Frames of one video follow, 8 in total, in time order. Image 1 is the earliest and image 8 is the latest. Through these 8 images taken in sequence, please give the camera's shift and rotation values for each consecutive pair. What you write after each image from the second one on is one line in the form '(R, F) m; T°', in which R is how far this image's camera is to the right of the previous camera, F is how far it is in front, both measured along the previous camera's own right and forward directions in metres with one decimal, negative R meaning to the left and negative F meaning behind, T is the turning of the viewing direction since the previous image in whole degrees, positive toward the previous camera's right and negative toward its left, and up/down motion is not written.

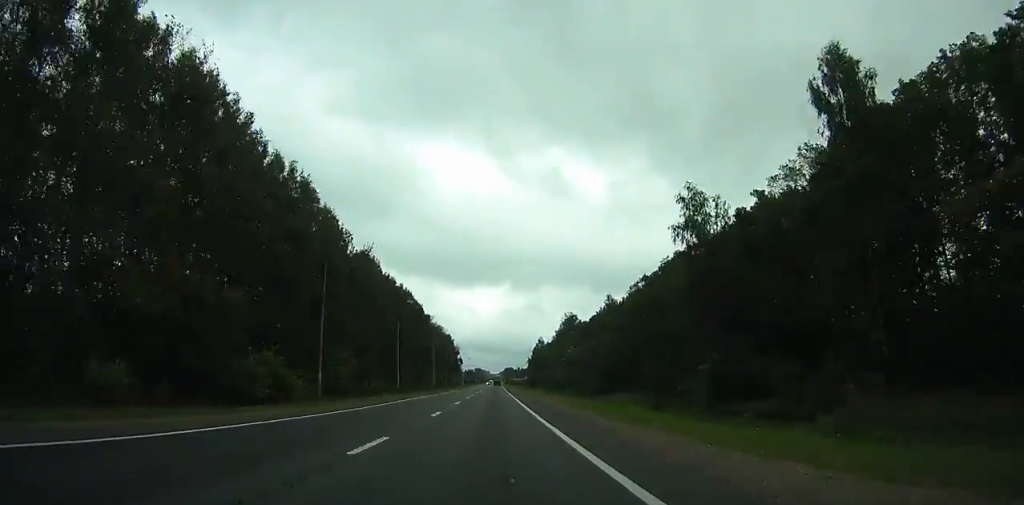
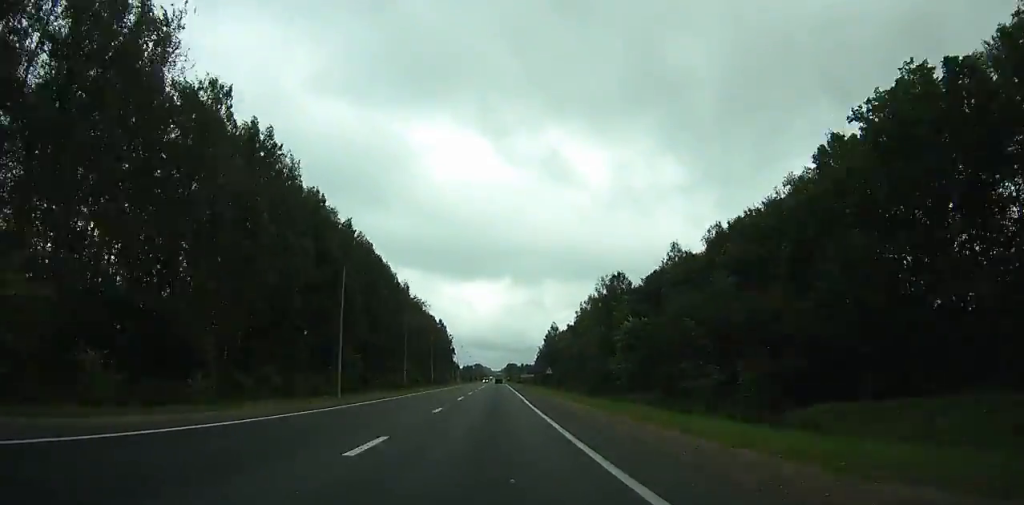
(-0.1, +58.8) m; 0°
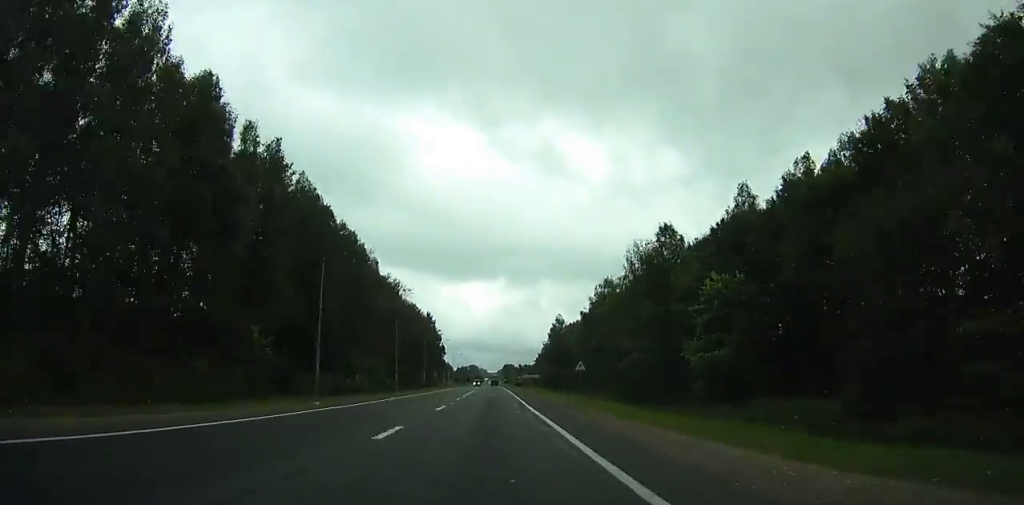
(0.0, +32.3) m; 0°
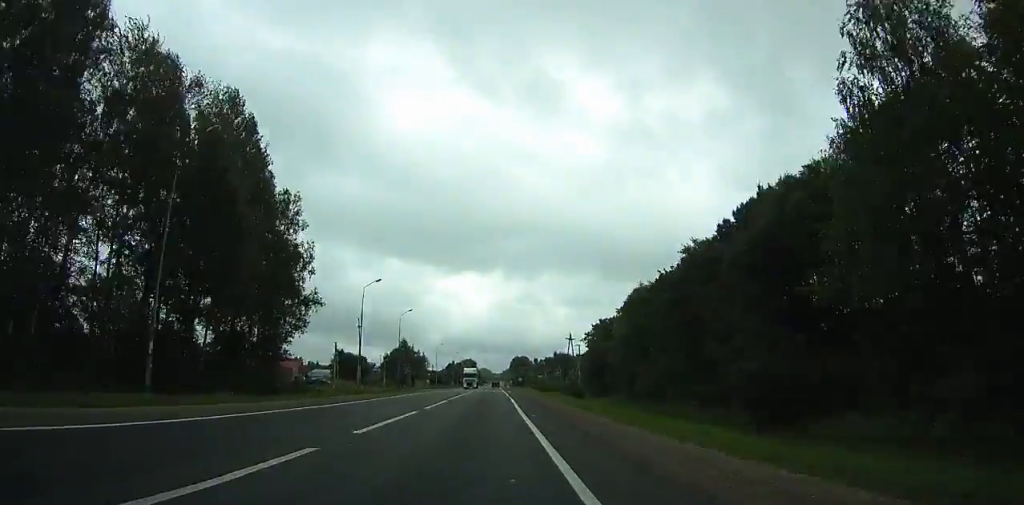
(+0.5, +174.9) m; 0°
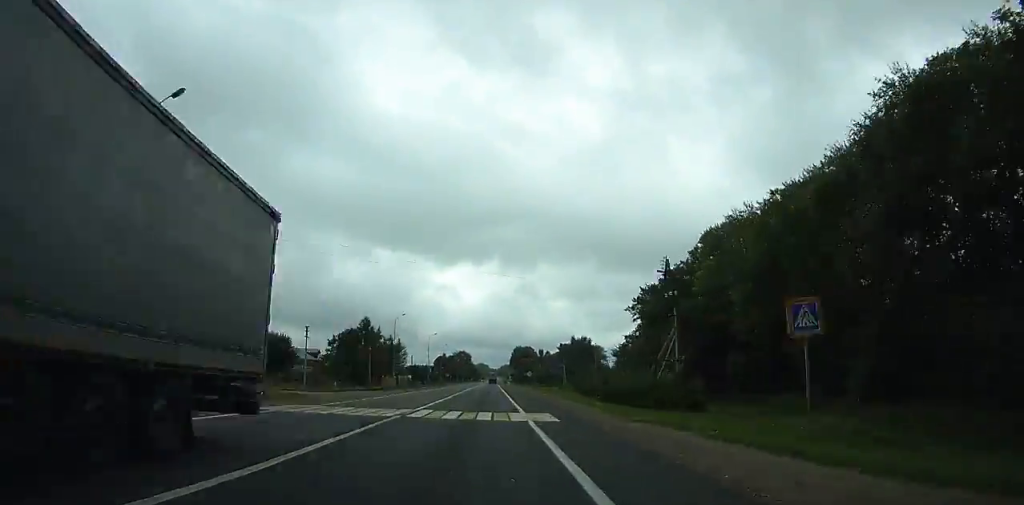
(-0.4, +57.8) m; 0°
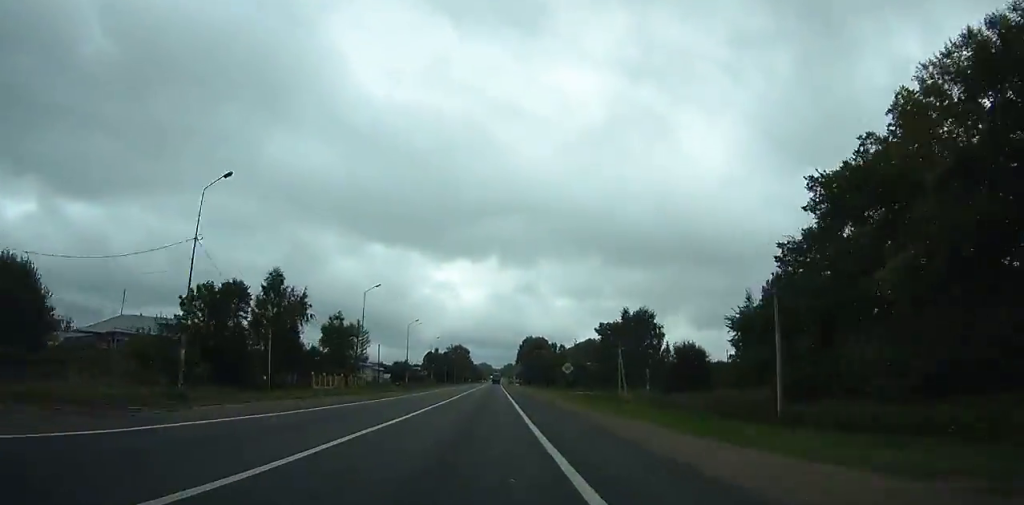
(+0.1, +61.0) m; 0°
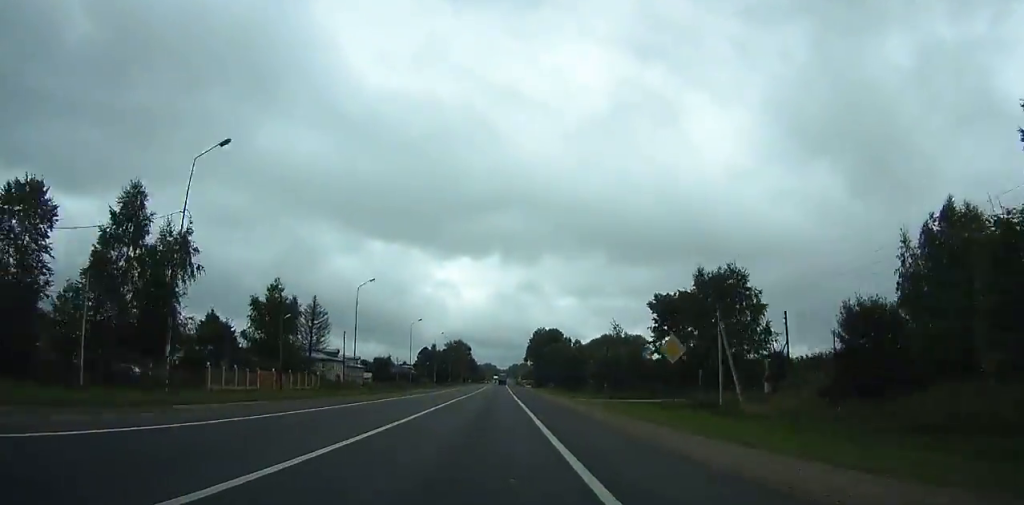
(-0.2, +35.7) m; 0°
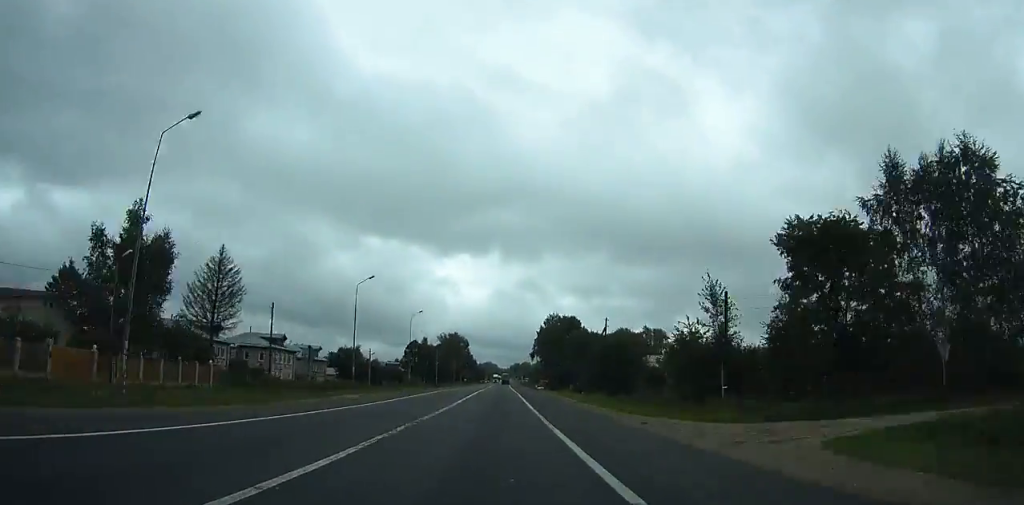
(-0.1, +33.8) m; 0°
